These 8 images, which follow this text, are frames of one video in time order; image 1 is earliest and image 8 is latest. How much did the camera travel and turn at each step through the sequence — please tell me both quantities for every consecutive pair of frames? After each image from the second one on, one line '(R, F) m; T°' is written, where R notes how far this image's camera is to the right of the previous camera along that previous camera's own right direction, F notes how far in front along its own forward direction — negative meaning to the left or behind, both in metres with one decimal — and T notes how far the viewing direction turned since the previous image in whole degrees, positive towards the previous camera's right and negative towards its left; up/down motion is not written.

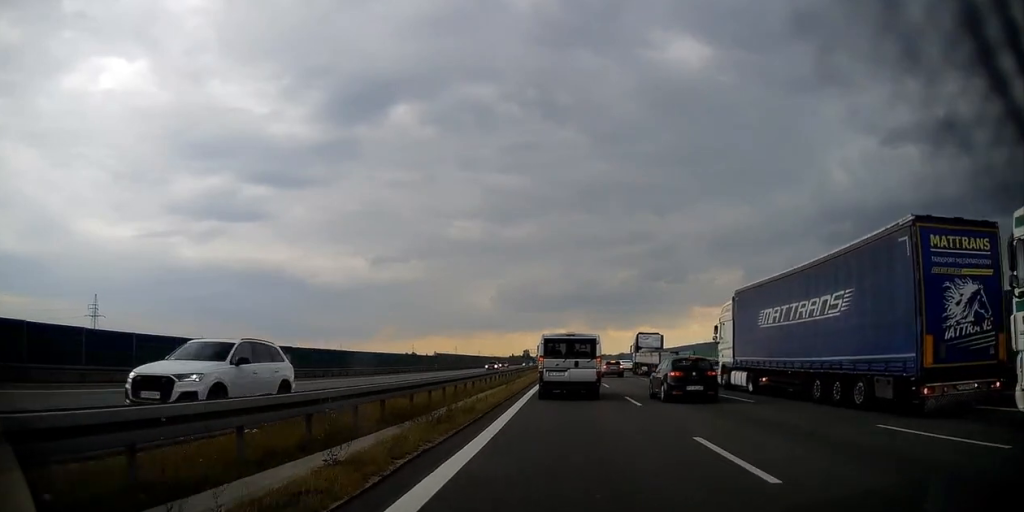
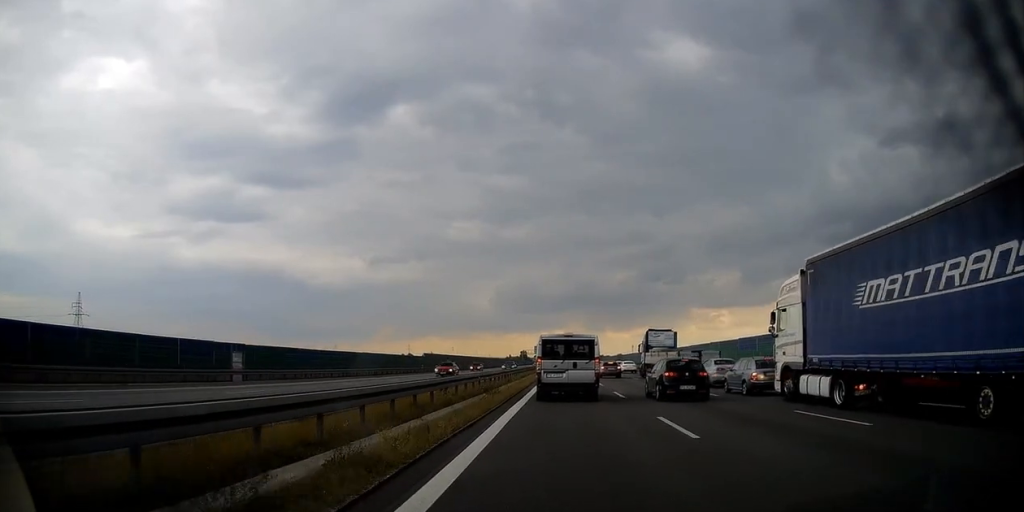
(+0.4, +7.7) m; 0°
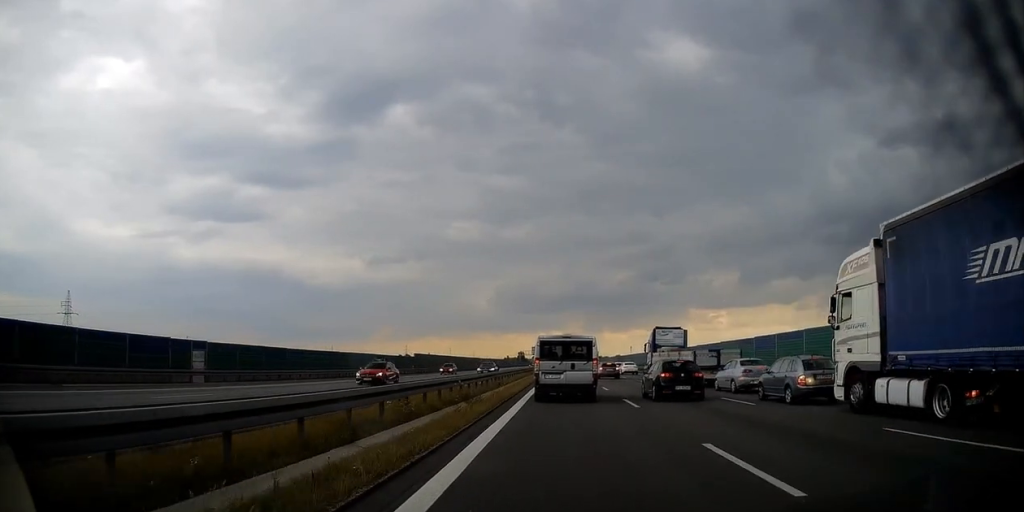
(-0.1, +4.8) m; -1°
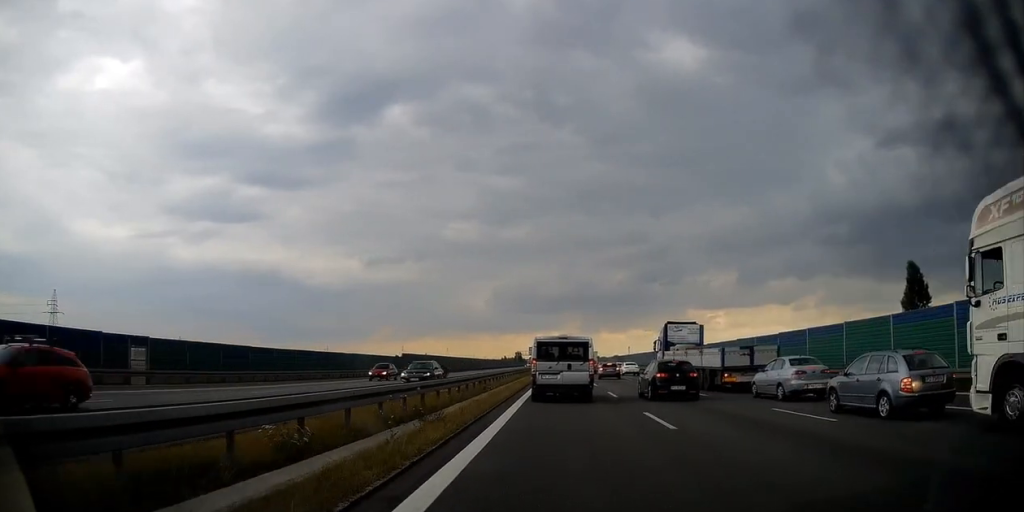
(-0.2, +5.8) m; -2°
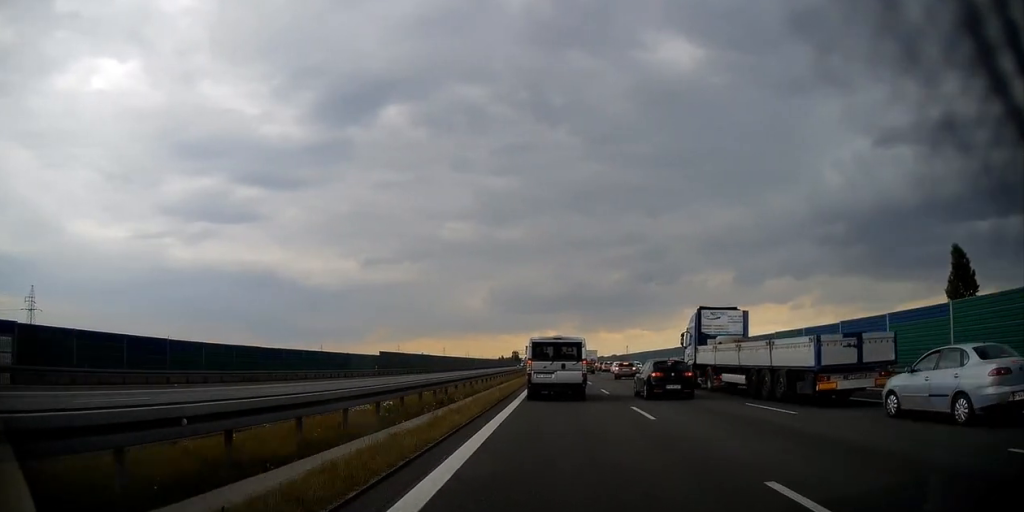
(+0.1, +9.4) m; +2°
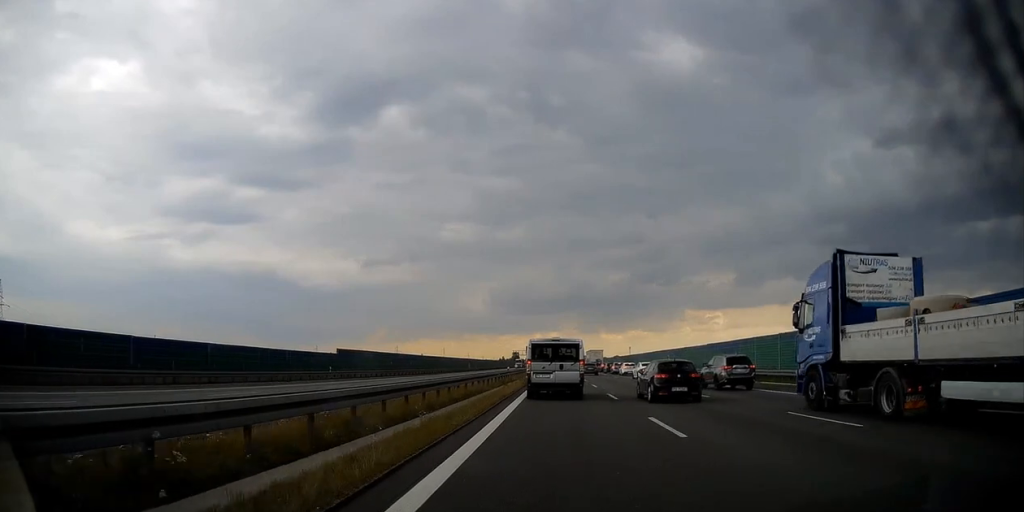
(+0.1, +11.7) m; -1°
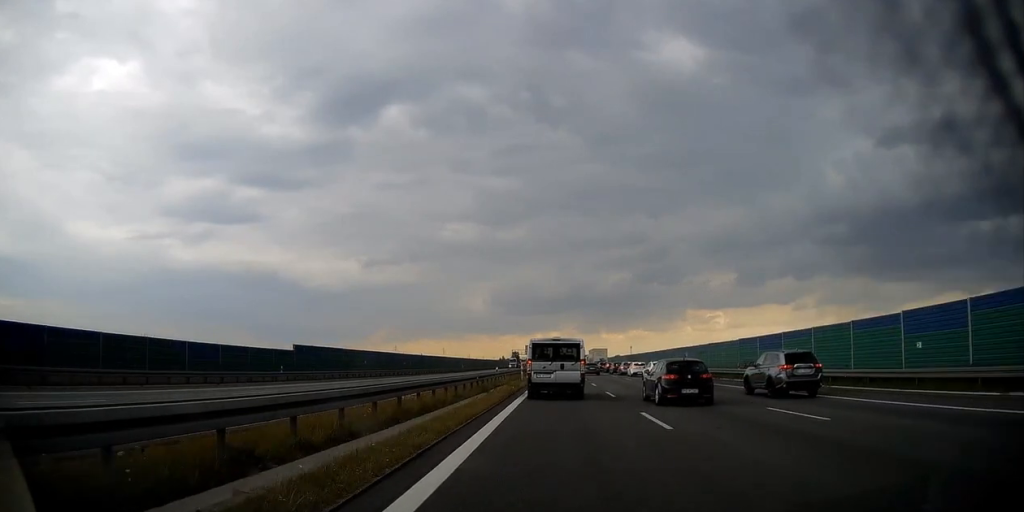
(-0.1, +7.7) m; +1°
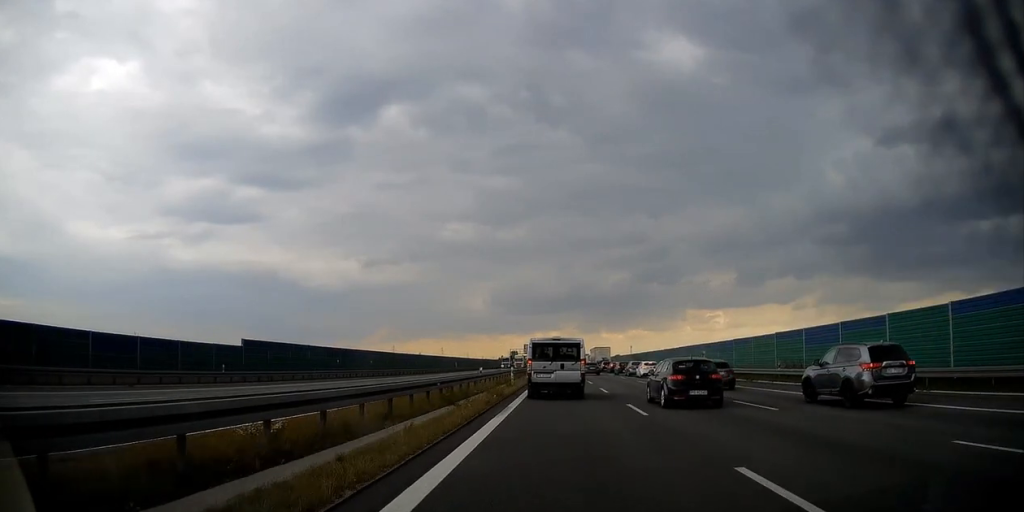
(+0.1, +6.9) m; +1°
